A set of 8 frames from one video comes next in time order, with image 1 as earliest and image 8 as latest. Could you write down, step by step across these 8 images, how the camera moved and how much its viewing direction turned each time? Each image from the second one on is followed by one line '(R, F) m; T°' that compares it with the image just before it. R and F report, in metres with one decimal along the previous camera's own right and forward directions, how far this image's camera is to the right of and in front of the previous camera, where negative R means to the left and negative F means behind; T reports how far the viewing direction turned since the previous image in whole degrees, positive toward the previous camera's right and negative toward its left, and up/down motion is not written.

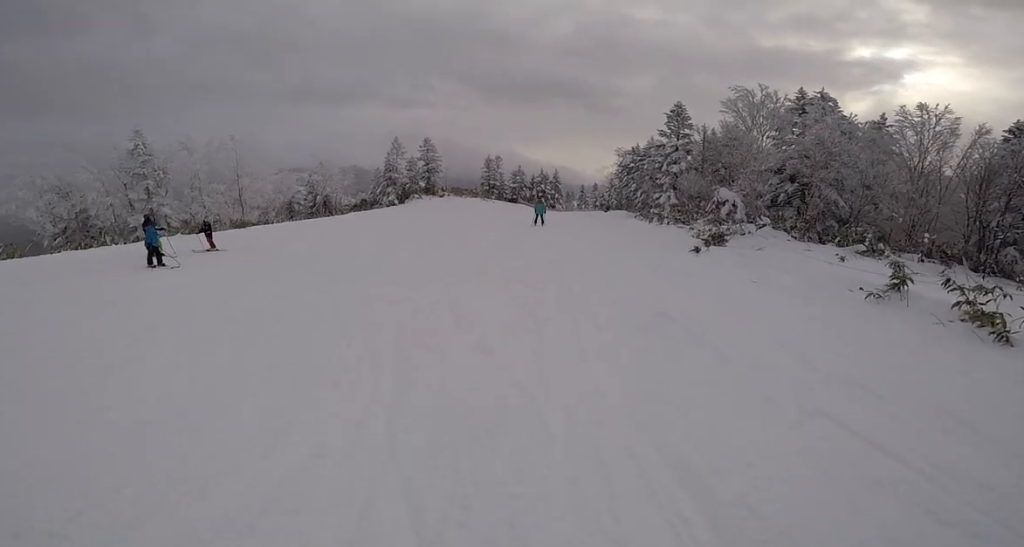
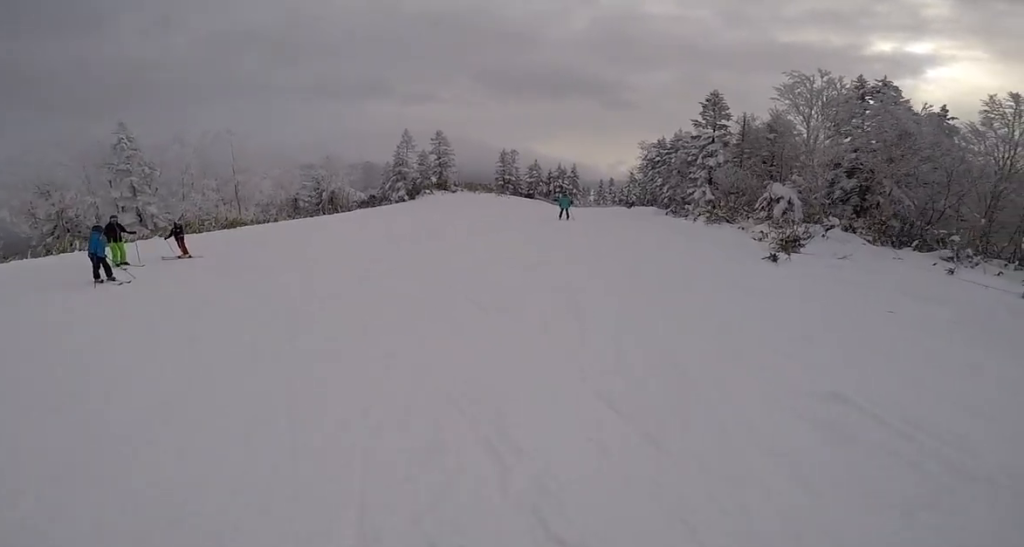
(0.0, +2.9) m; 0°
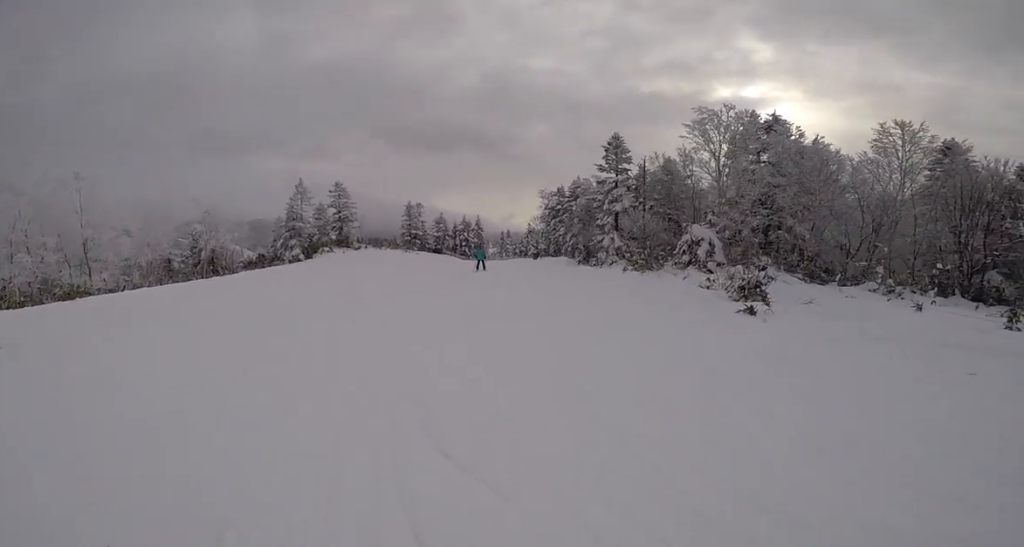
(0.0, +3.3) m; 0°
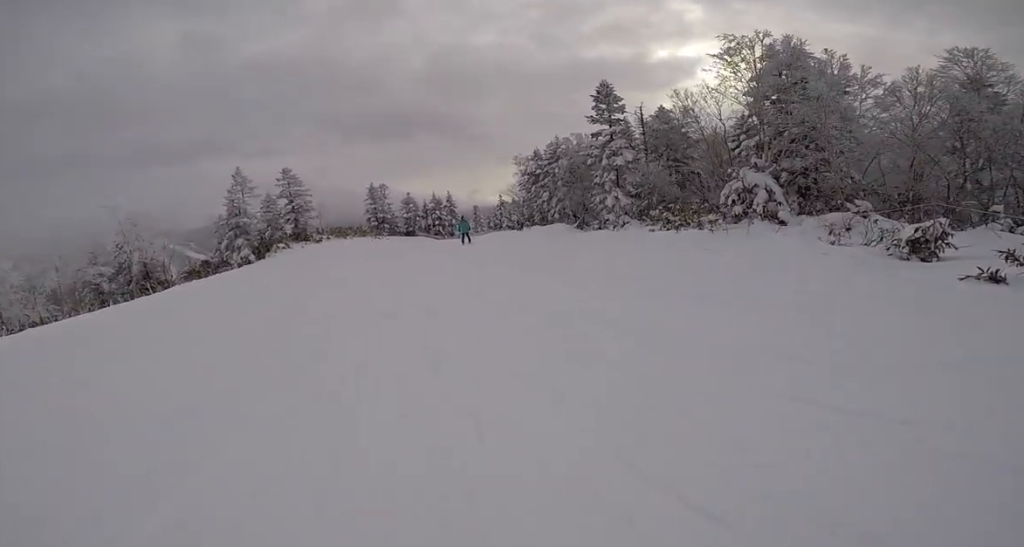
(0.0, +5.2) m; 0°
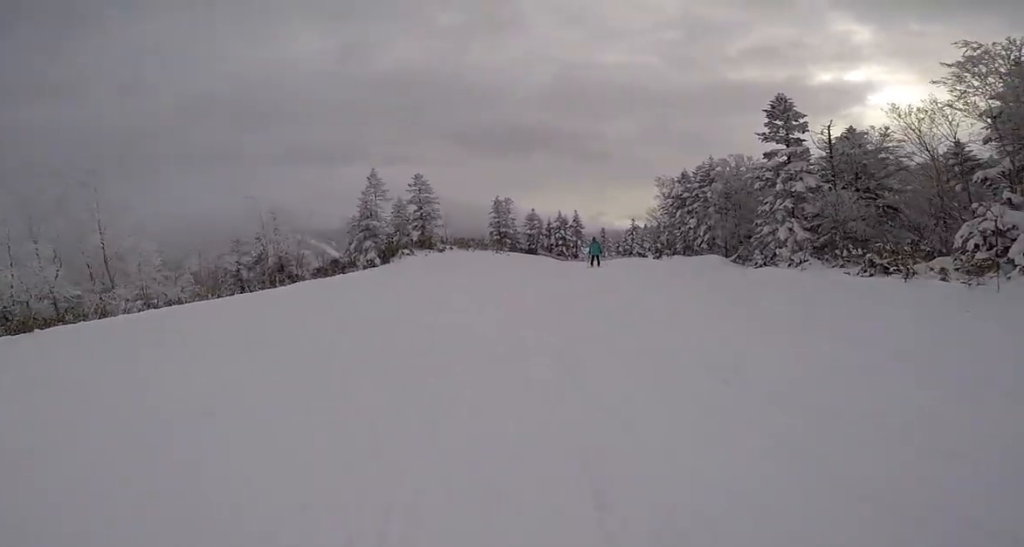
(0.0, +2.1) m; +2°
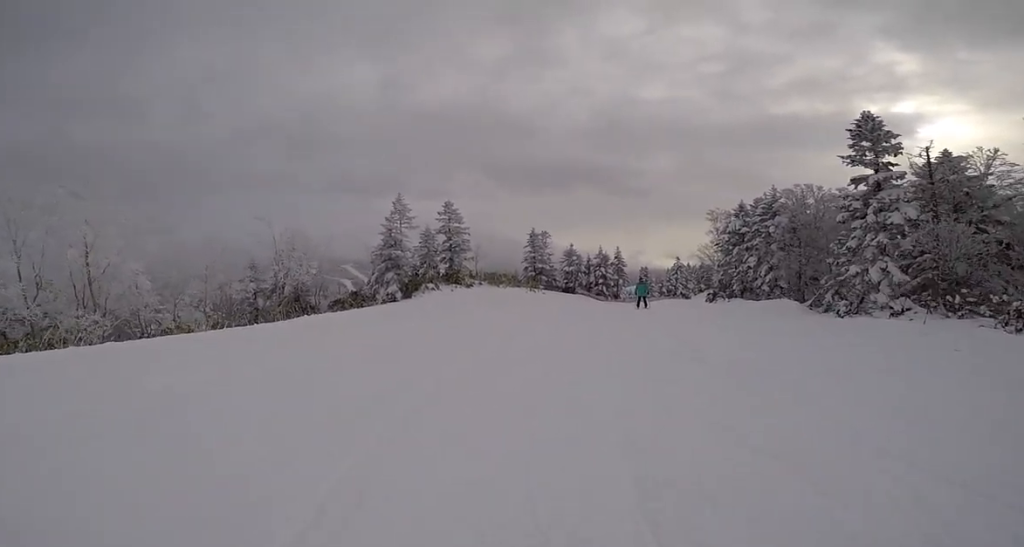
(0.0, +2.9) m; +6°
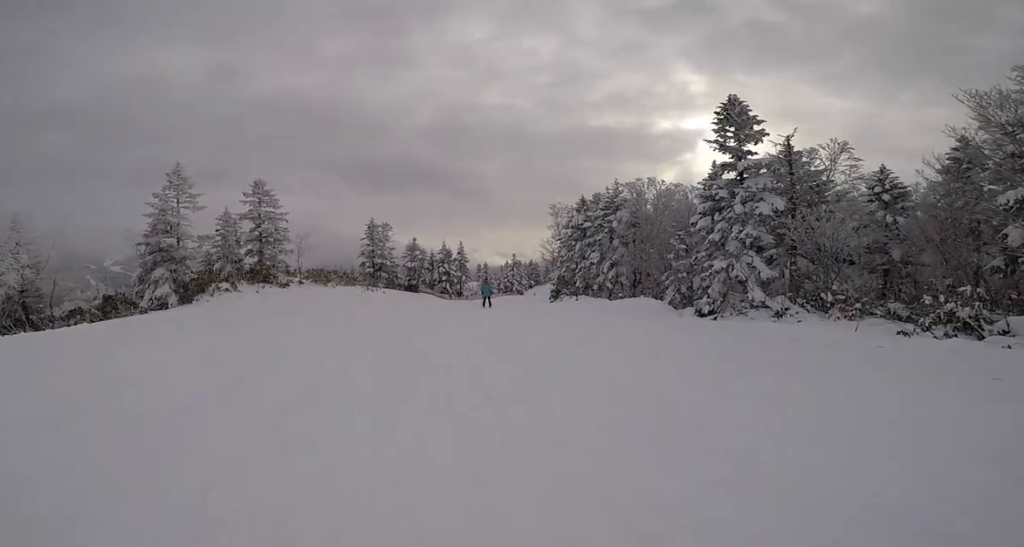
(+0.9, +4.9) m; +9°
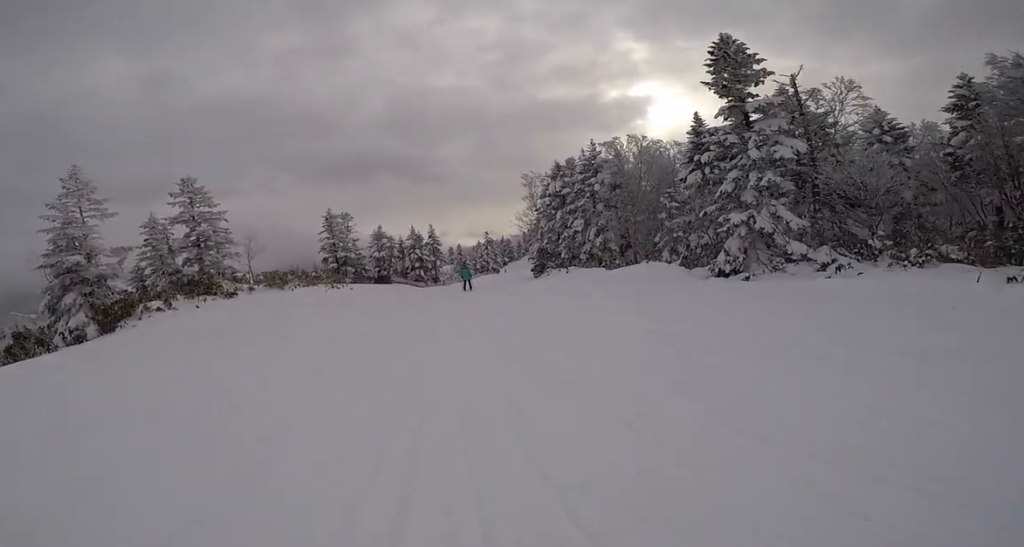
(-0.1, +3.2) m; -8°
